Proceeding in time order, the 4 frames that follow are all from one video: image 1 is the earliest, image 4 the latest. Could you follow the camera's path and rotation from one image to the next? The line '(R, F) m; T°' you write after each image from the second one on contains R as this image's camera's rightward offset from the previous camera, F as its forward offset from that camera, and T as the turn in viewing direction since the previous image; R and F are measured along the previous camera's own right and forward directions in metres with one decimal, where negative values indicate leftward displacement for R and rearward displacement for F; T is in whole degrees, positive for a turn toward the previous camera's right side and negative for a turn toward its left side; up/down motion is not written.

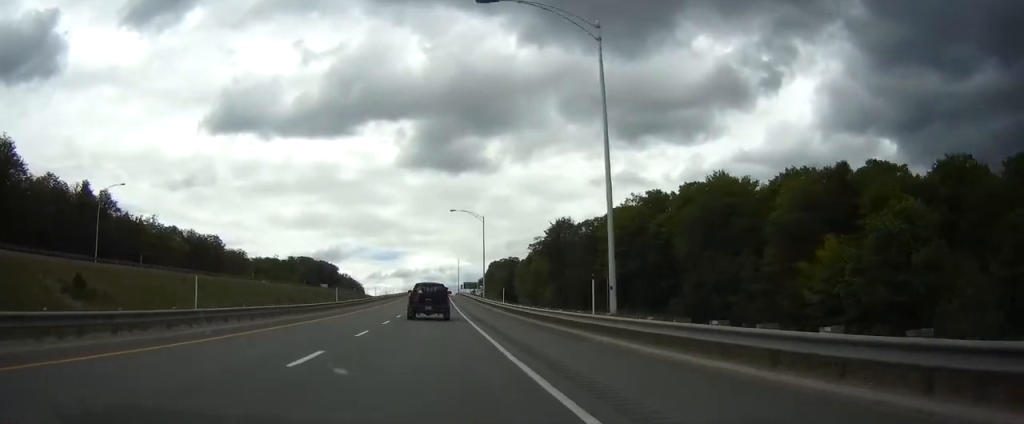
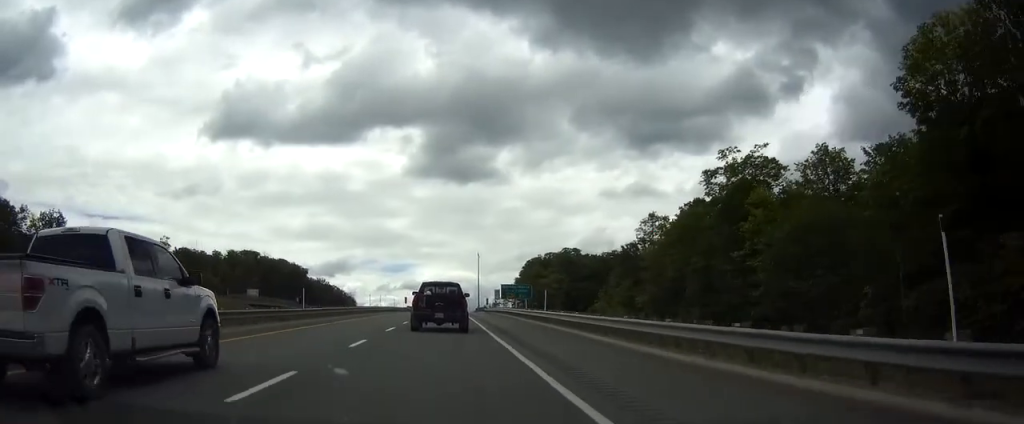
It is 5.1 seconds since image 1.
(-0.6, +137.0) m; -1°
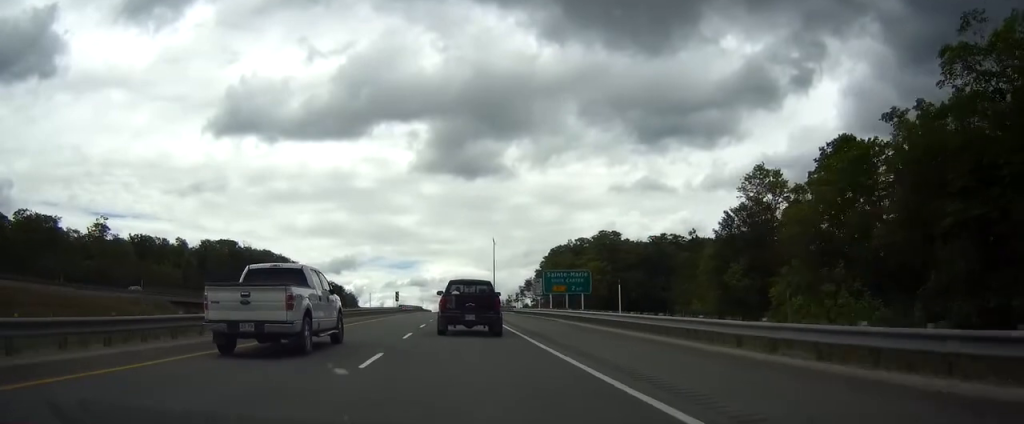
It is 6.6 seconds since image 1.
(-0.3, +40.1) m; -1°
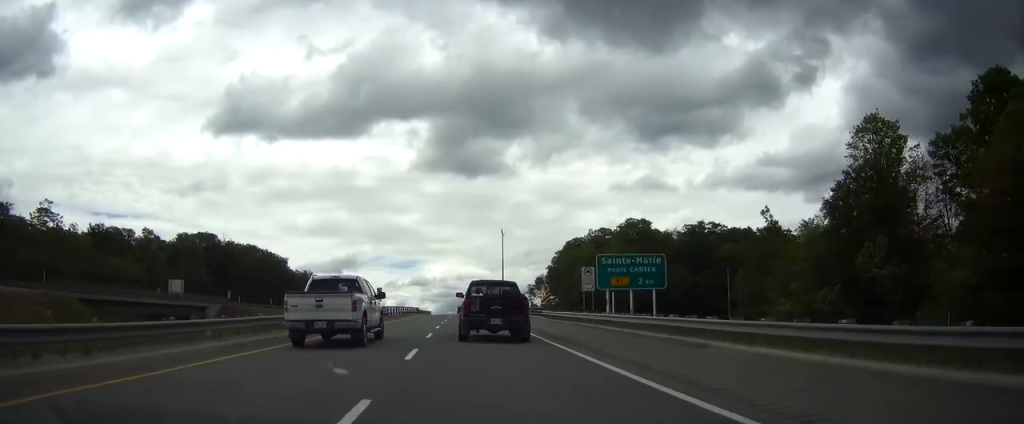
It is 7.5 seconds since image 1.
(+0.1, +24.3) m; 0°
